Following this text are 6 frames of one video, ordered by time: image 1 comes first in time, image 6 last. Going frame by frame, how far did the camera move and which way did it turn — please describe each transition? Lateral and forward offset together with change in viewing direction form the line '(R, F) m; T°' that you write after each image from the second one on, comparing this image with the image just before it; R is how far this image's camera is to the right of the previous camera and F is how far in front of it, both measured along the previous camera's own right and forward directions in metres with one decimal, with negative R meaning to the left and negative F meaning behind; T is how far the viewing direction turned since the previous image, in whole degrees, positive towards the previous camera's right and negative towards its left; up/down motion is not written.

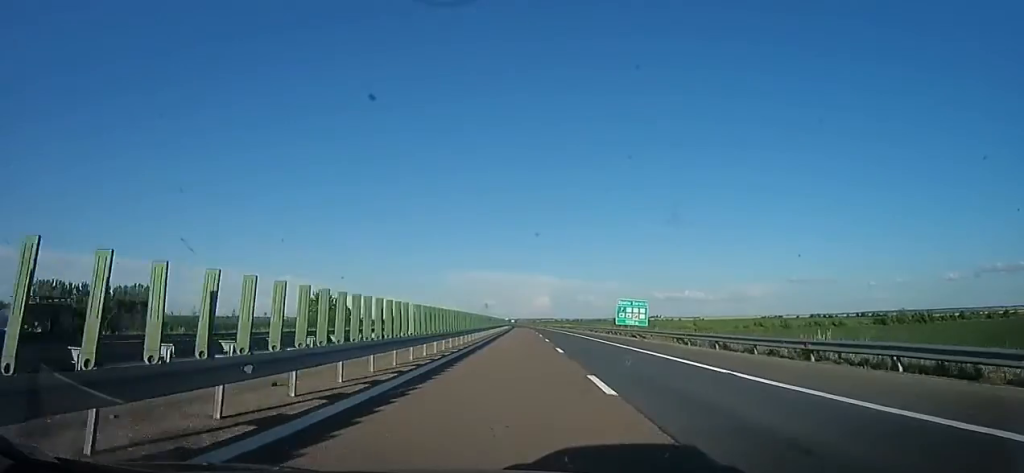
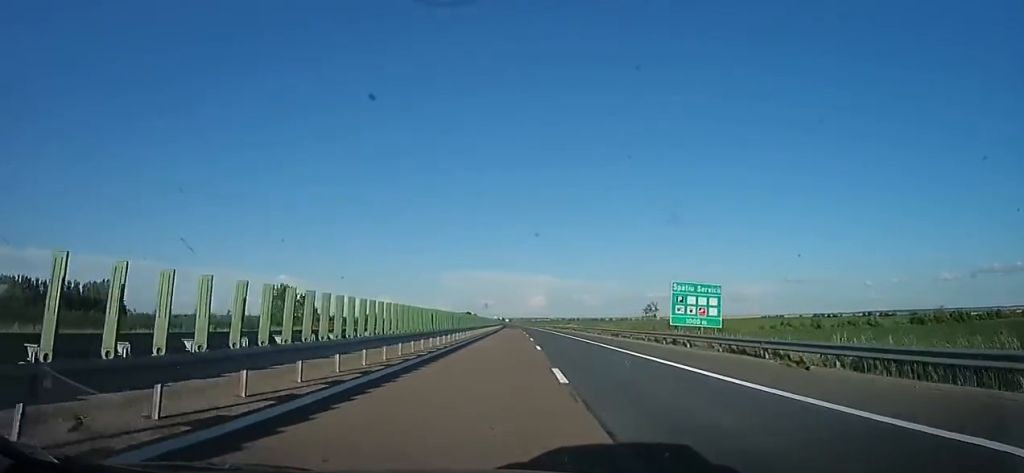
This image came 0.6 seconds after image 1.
(+0.1, +22.3) m; 0°
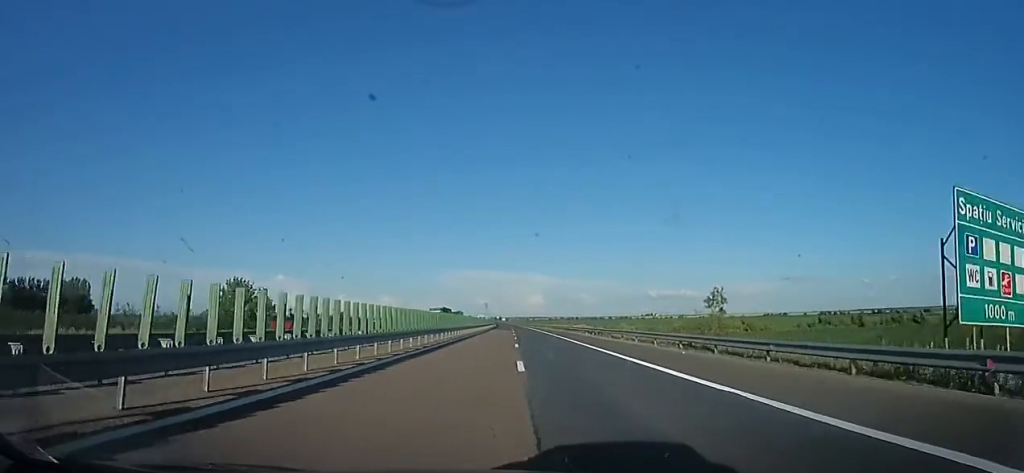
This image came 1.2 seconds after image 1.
(-0.8, +21.6) m; 0°
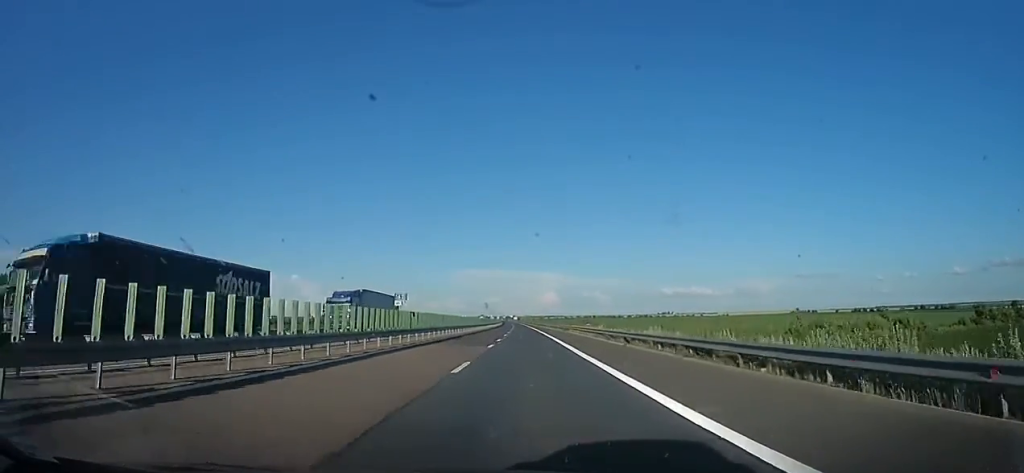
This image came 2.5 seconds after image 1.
(+0.8, +49.1) m; -1°
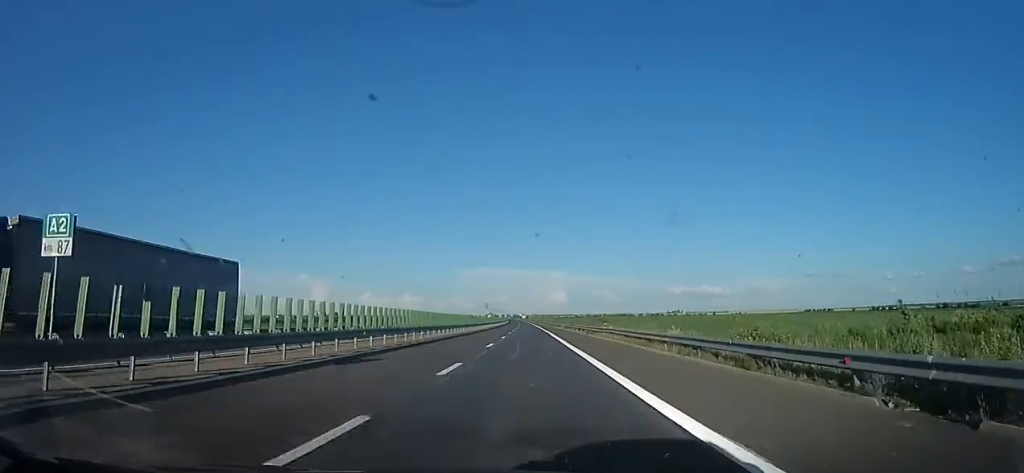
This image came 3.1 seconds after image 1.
(-0.7, +21.1) m; -1°
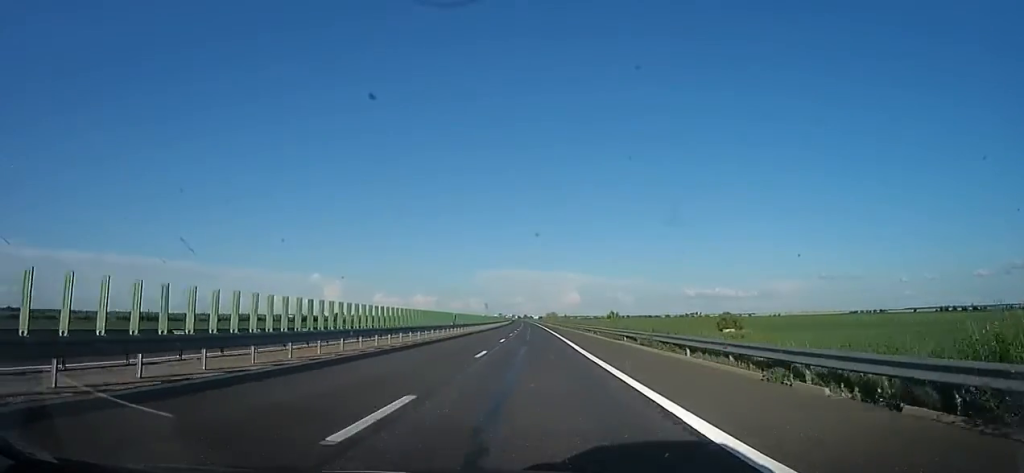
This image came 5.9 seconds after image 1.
(-2.5, +102.5) m; -3°
